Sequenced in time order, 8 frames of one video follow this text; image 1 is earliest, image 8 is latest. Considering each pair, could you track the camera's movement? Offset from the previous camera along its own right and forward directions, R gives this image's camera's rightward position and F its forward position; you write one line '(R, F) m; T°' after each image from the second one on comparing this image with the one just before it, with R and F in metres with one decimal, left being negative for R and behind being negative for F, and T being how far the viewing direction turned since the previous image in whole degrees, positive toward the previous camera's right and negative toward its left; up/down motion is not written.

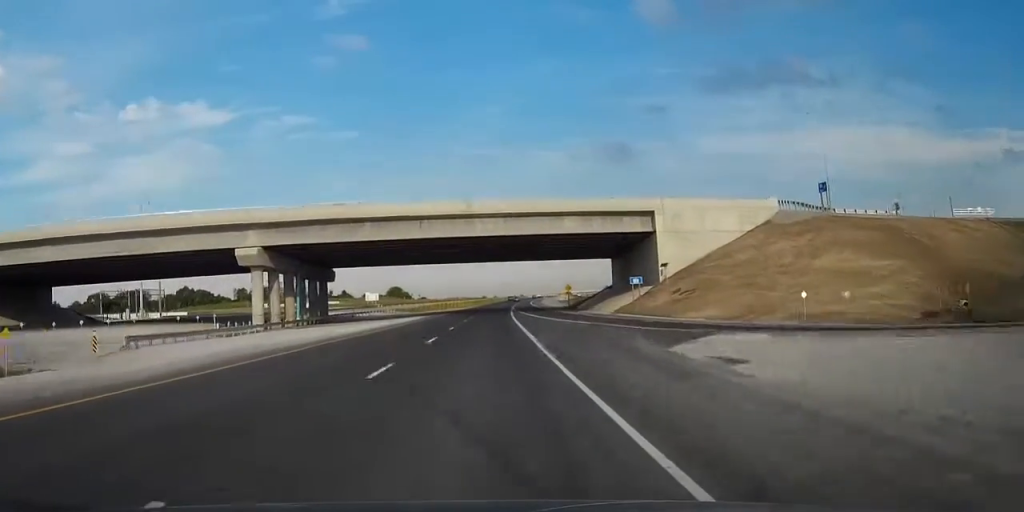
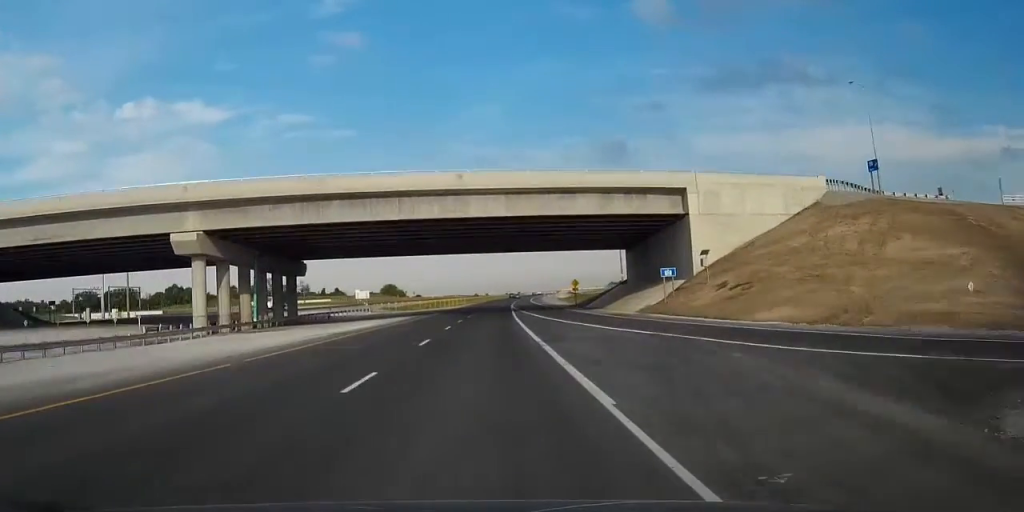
(0.0, +14.4) m; 0°
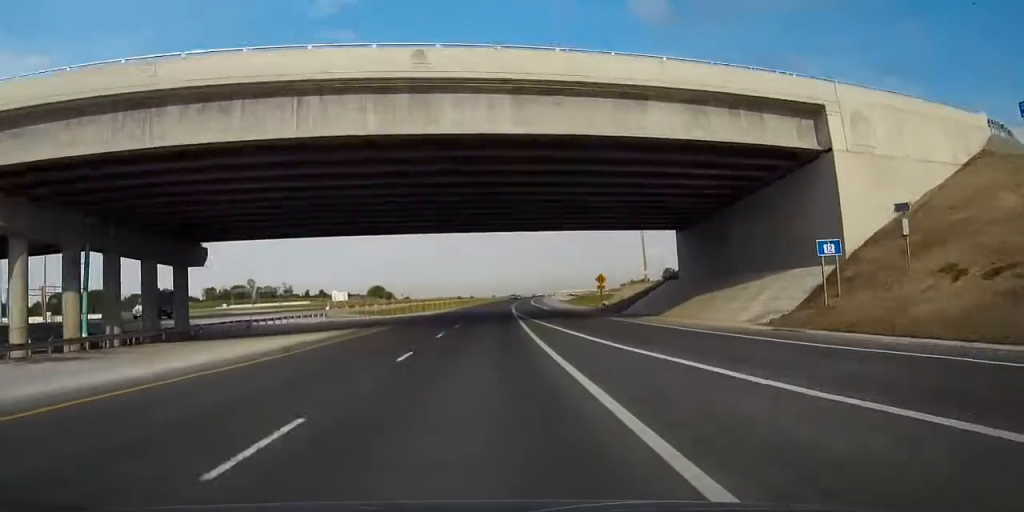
(+0.4, +29.6) m; +1°
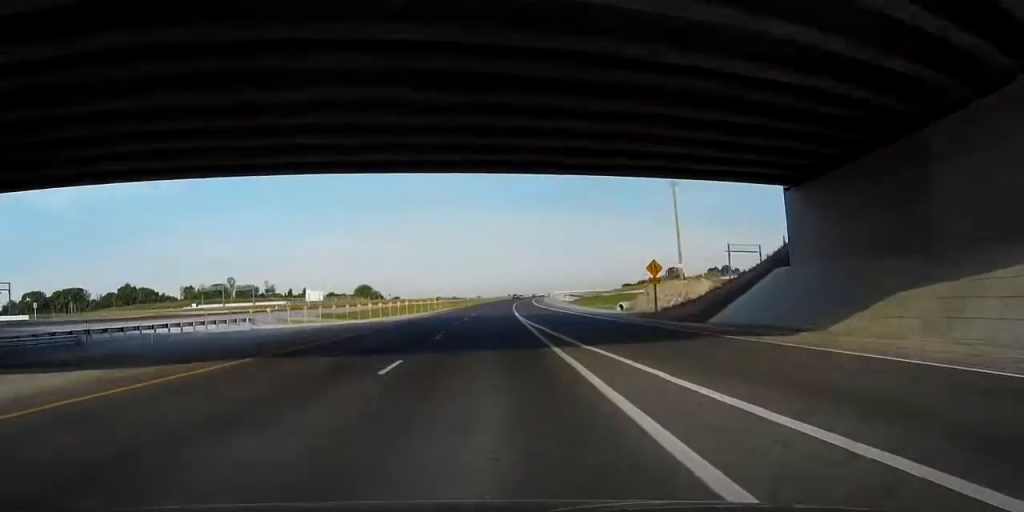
(-0.2, +27.4) m; +2°
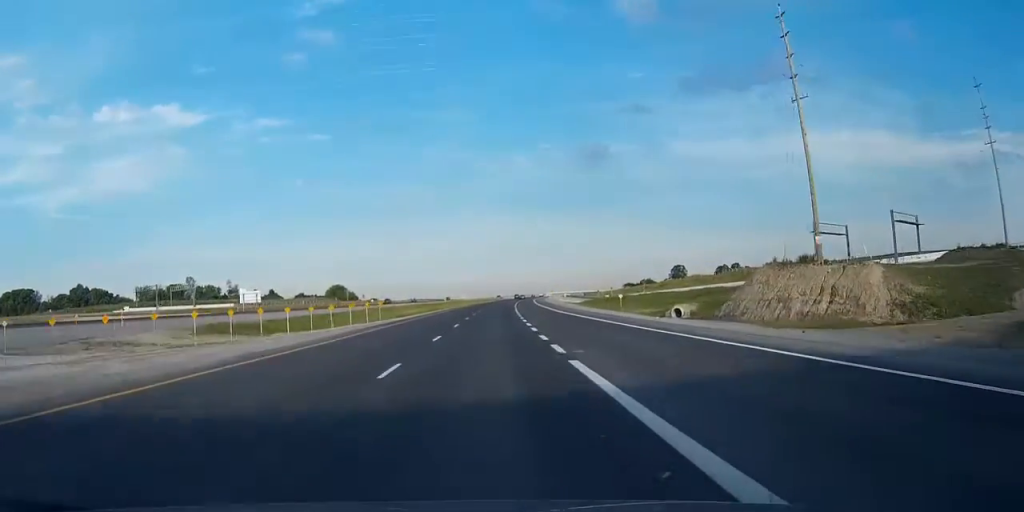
(+2.0, +47.7) m; +2°
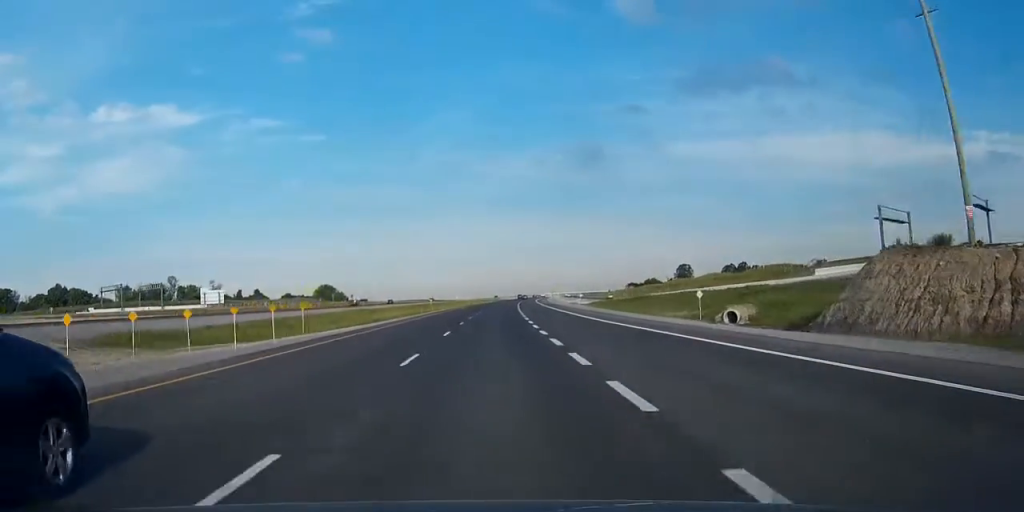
(-0.1, +21.5) m; 0°
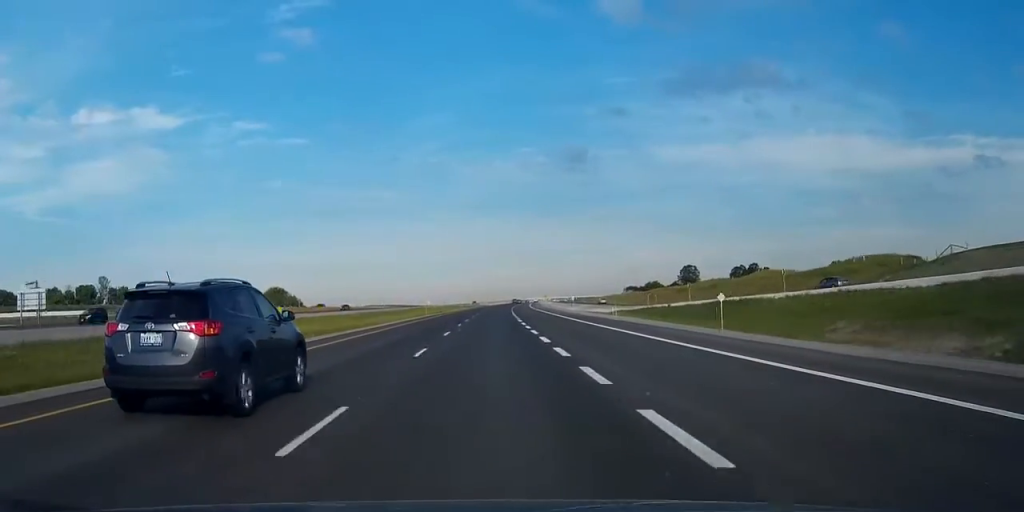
(-0.3, +56.8) m; 0°
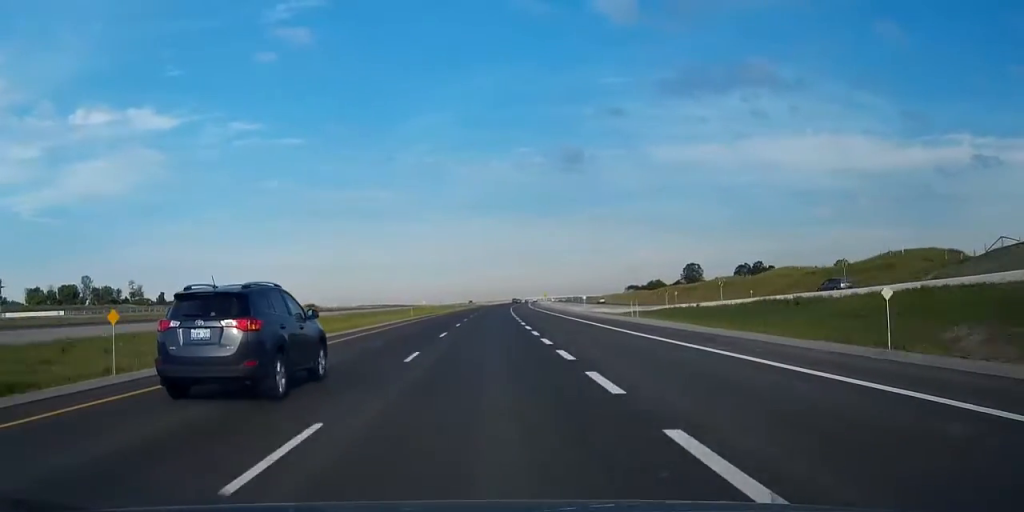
(+0.1, +13.5) m; 0°
